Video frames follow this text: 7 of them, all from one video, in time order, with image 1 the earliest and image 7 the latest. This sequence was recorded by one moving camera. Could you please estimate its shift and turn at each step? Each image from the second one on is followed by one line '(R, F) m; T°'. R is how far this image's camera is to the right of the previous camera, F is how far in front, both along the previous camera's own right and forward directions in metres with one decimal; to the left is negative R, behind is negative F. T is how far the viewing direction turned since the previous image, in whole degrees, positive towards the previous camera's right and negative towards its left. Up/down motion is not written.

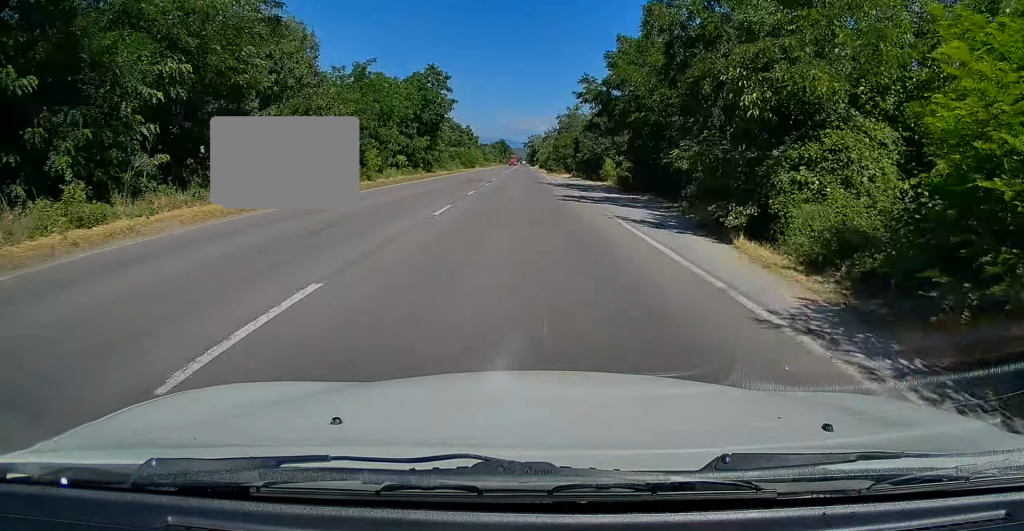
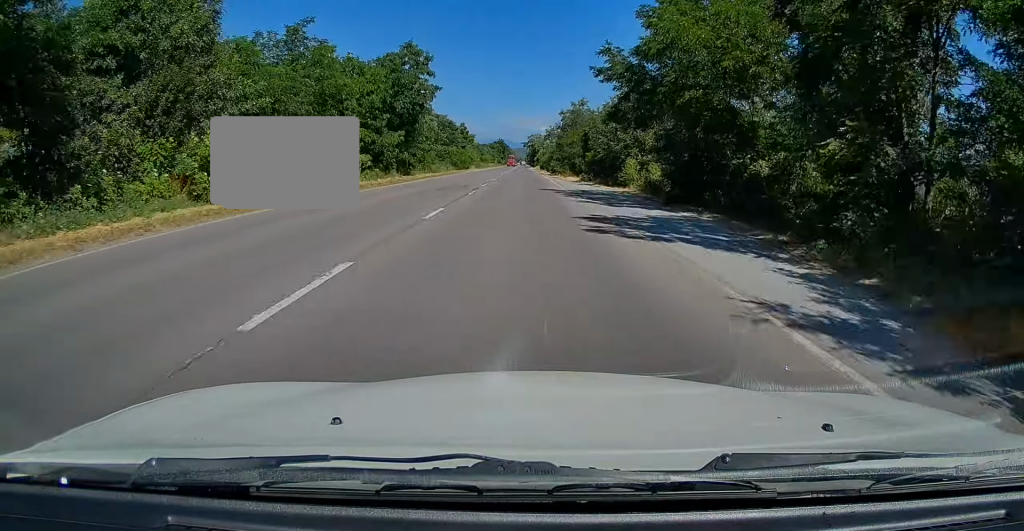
(0.0, +9.9) m; 0°
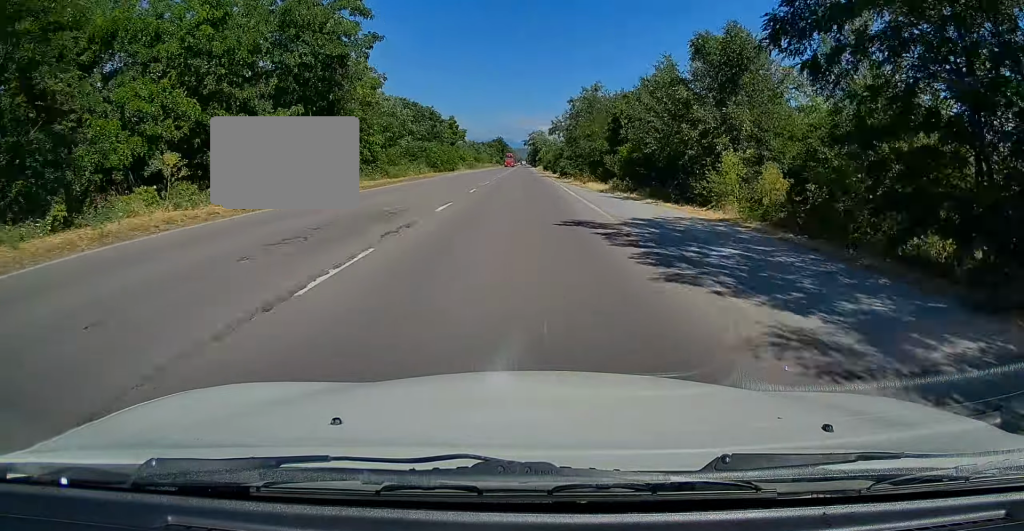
(0.0, +17.5) m; 0°
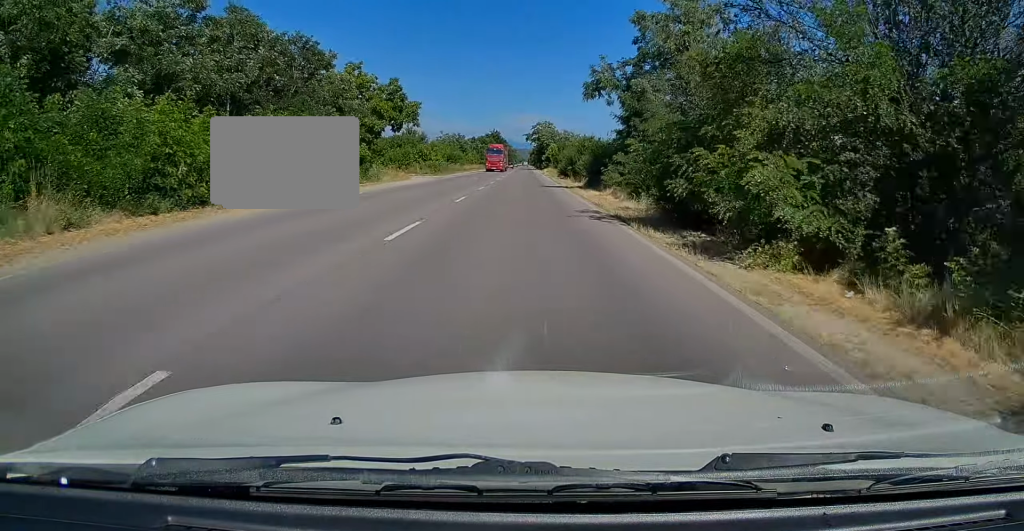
(0.0, +44.3) m; +1°
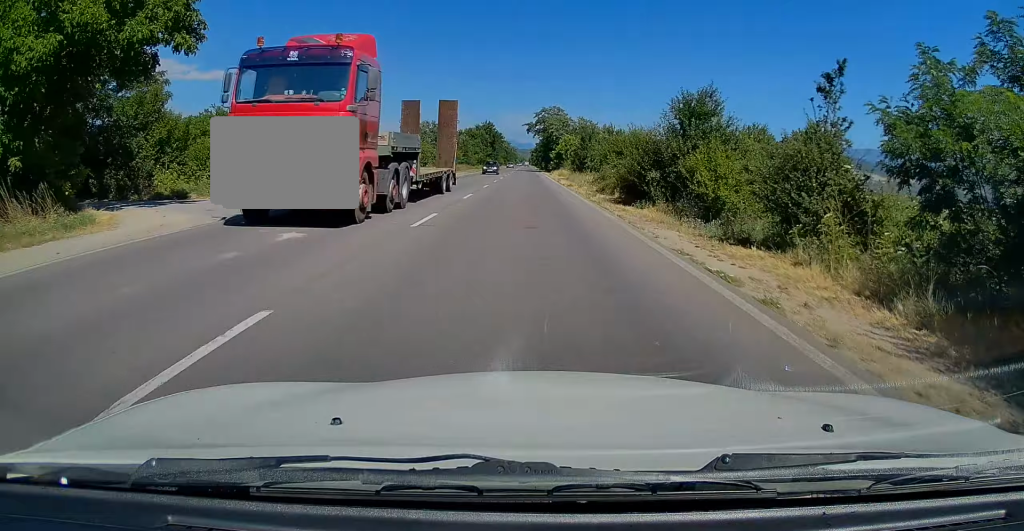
(+0.2, +37.5) m; 0°
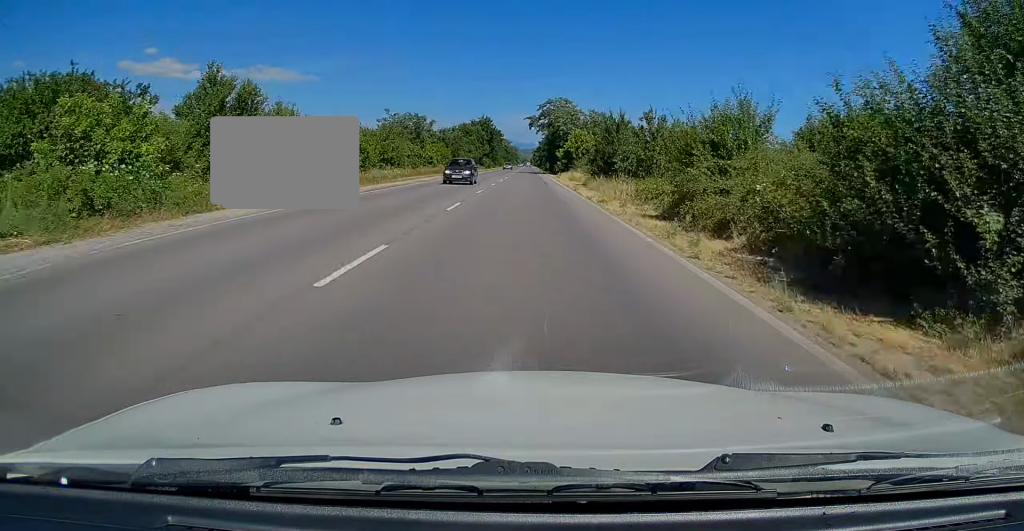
(-0.1, +15.3) m; 0°
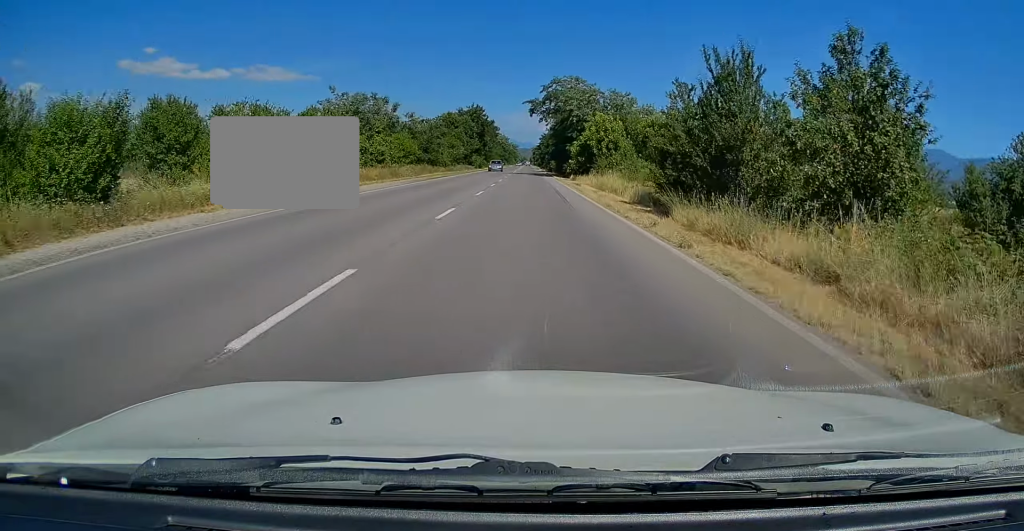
(0.0, +22.1) m; 0°
